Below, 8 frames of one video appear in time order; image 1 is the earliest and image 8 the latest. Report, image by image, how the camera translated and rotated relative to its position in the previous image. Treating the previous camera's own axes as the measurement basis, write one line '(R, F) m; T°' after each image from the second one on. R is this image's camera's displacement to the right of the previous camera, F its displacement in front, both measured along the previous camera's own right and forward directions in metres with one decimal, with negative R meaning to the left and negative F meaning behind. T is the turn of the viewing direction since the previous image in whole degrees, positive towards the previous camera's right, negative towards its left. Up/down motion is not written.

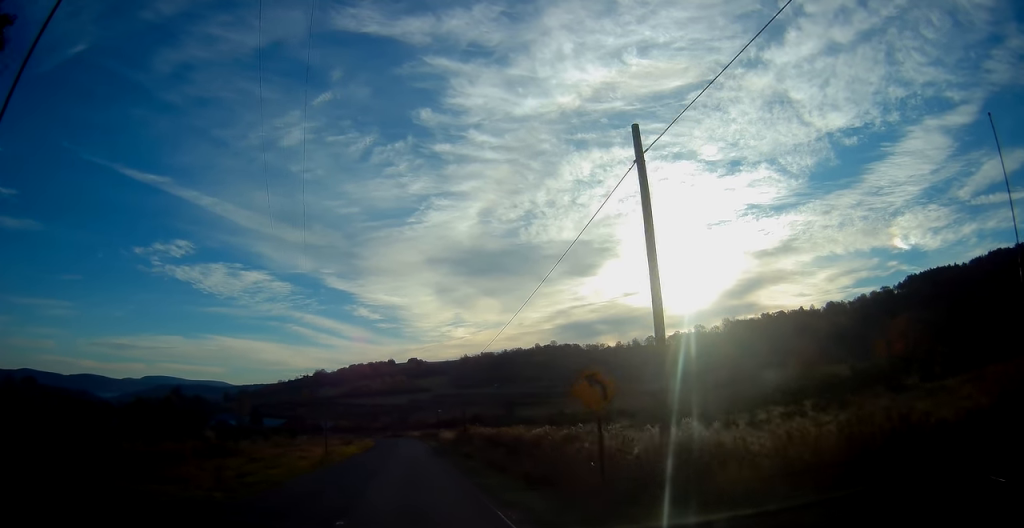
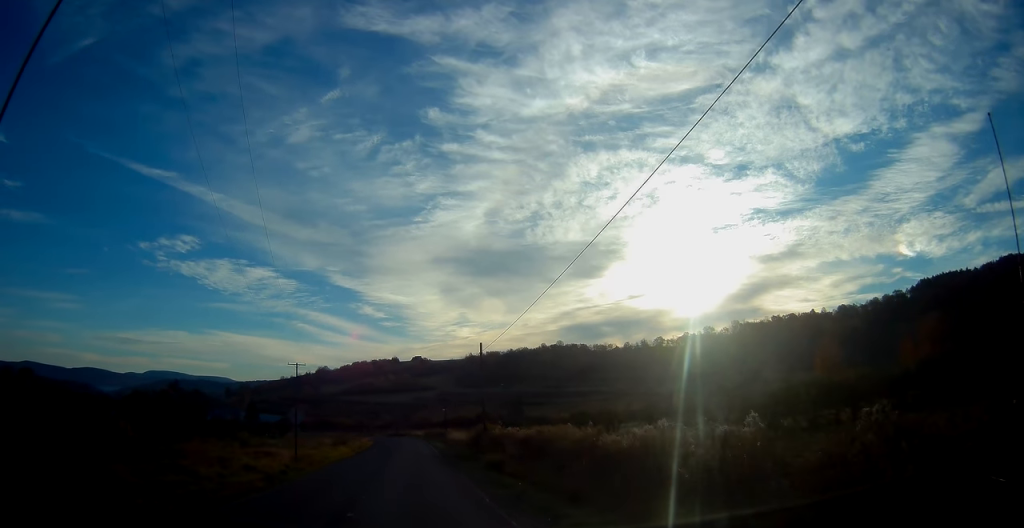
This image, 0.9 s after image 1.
(-0.3, +11.5) m; -3°
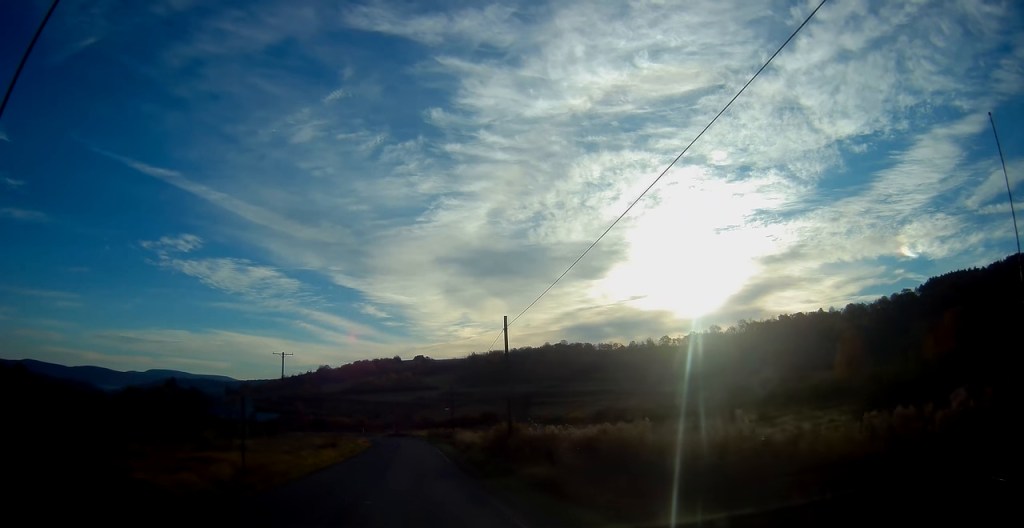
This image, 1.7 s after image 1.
(-0.4, +9.6) m; -1°
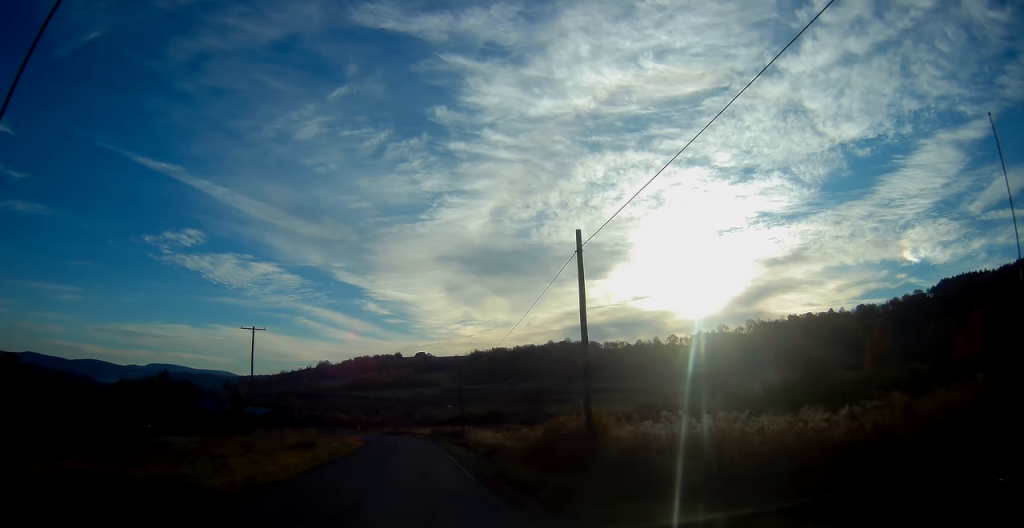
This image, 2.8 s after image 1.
(+0.4, +13.5) m; +2°
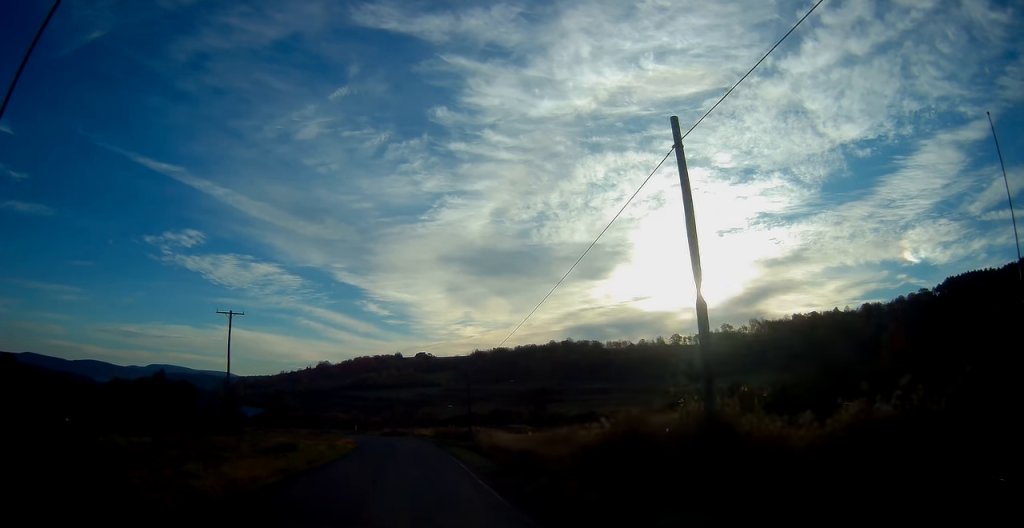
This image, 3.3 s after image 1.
(0.0, +7.3) m; 0°
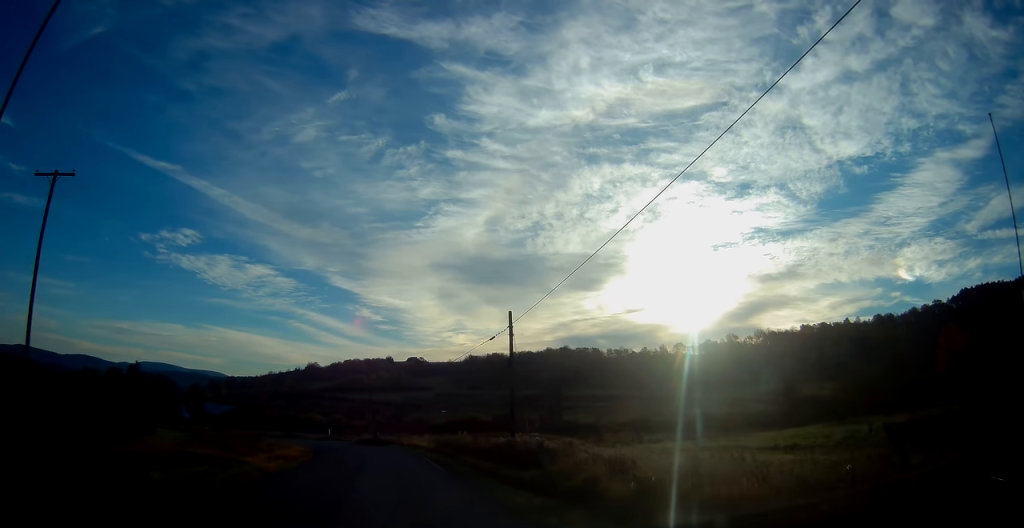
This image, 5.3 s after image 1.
(0.0, +26.2) m; 0°
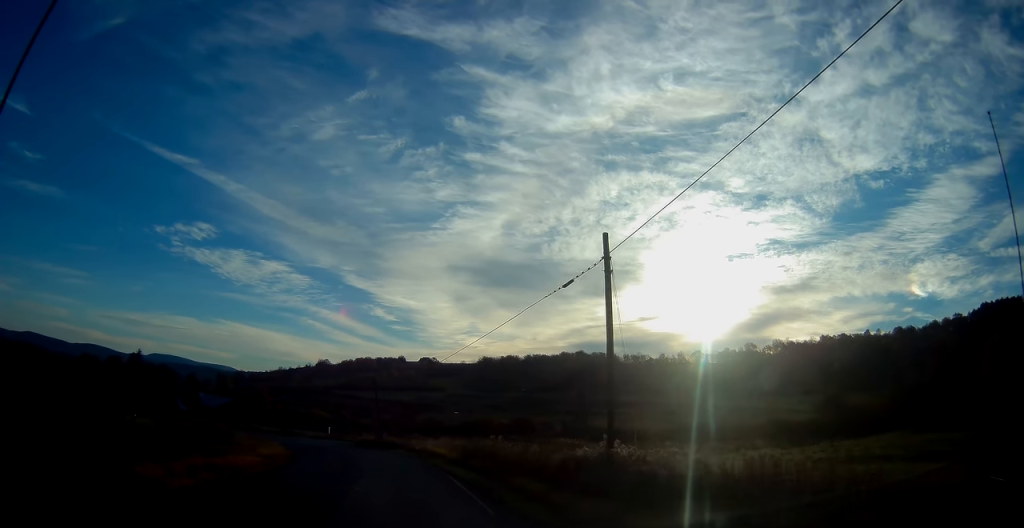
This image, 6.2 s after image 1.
(0.0, +11.8) m; -1°
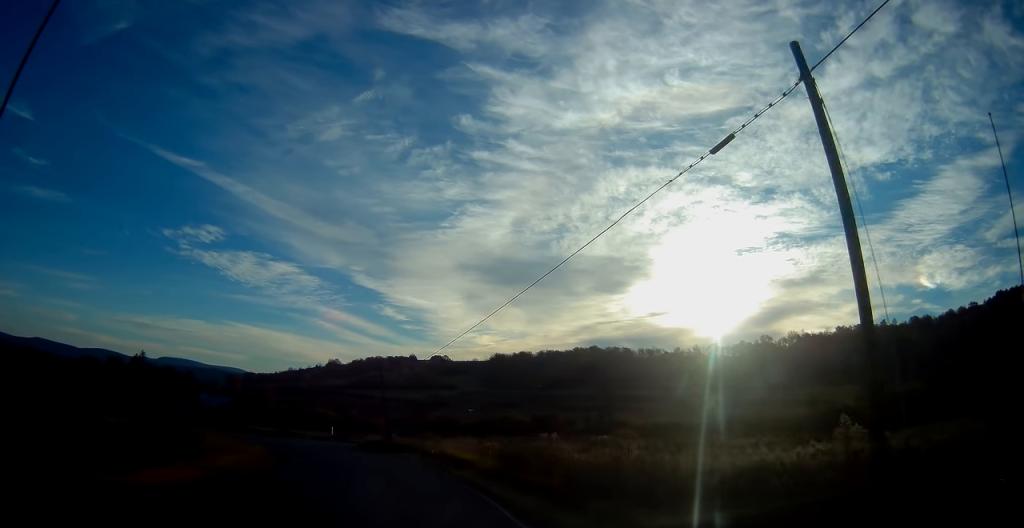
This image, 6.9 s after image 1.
(-0.1, +9.2) m; -2°
